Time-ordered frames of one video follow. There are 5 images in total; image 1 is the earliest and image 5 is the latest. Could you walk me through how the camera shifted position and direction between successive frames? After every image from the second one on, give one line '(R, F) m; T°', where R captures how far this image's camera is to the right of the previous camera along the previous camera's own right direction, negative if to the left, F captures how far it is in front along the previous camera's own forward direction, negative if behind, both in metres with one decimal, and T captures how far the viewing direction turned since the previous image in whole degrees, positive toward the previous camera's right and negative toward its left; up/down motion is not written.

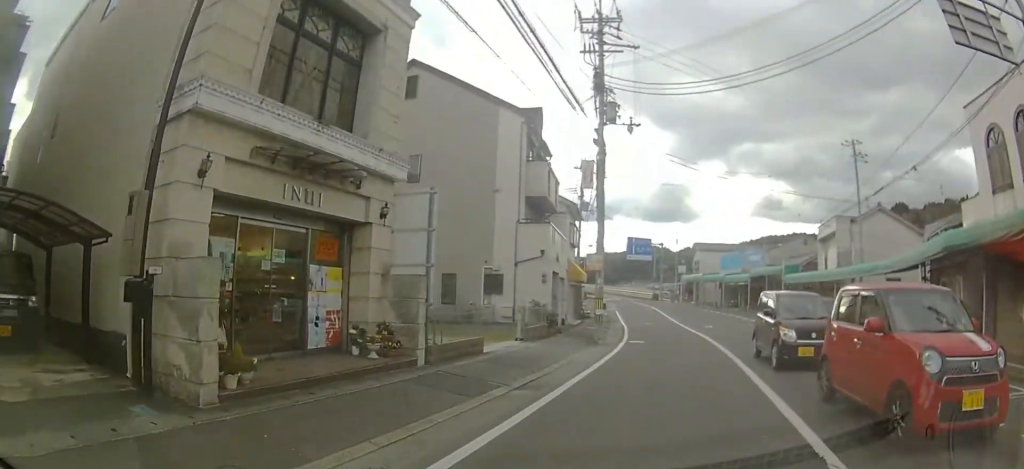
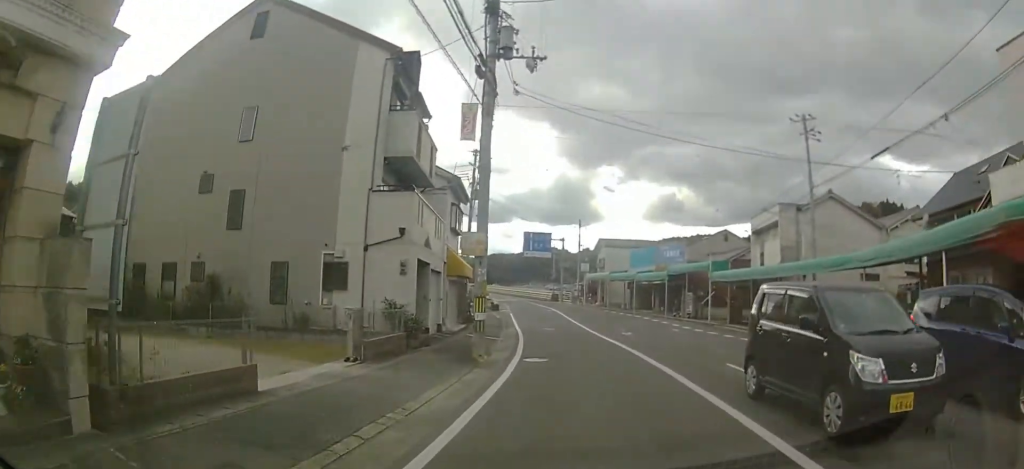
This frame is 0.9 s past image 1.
(+0.6, +6.3) m; +20°
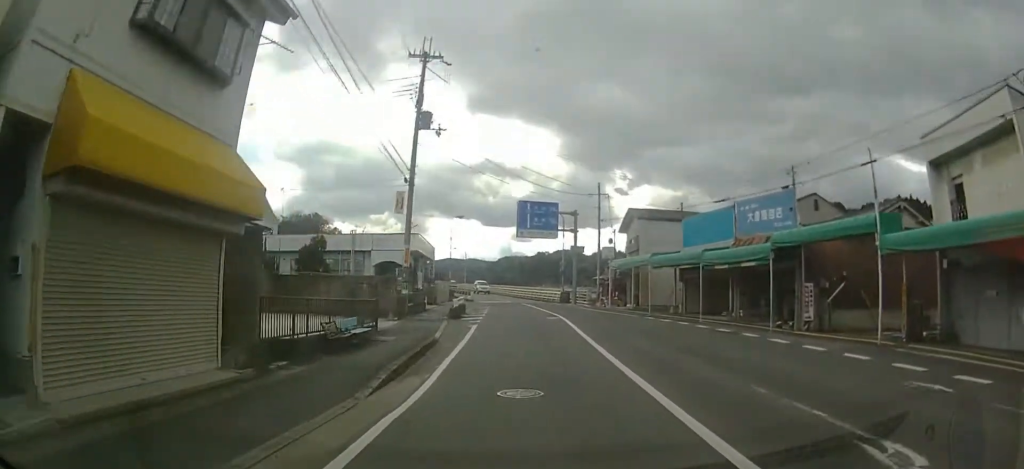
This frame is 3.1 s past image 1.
(+6.6, +15.4) m; +29°
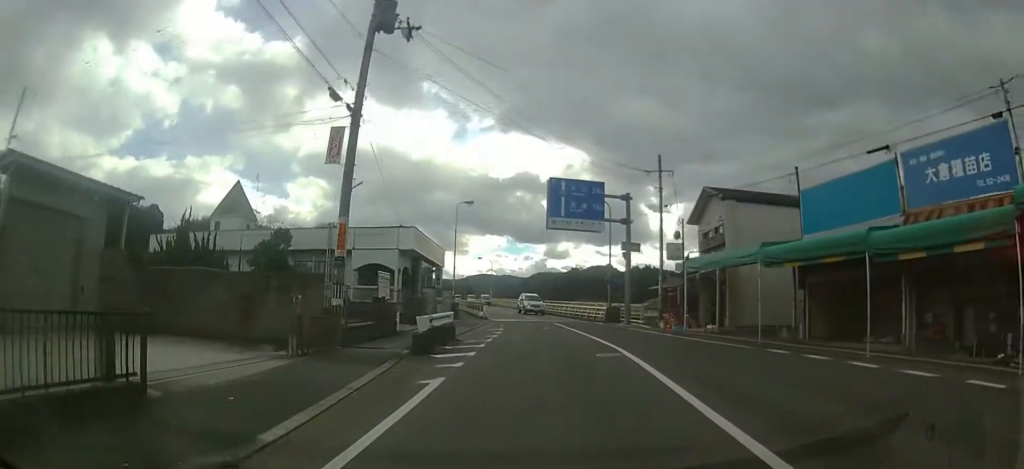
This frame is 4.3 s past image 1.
(-0.3, +10.1) m; -3°
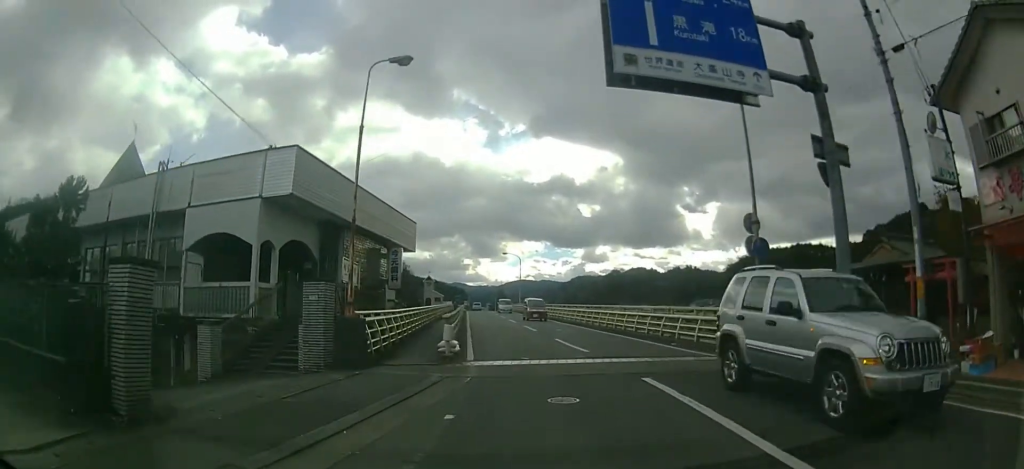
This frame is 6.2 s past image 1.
(-1.1, +17.4) m; -6°
